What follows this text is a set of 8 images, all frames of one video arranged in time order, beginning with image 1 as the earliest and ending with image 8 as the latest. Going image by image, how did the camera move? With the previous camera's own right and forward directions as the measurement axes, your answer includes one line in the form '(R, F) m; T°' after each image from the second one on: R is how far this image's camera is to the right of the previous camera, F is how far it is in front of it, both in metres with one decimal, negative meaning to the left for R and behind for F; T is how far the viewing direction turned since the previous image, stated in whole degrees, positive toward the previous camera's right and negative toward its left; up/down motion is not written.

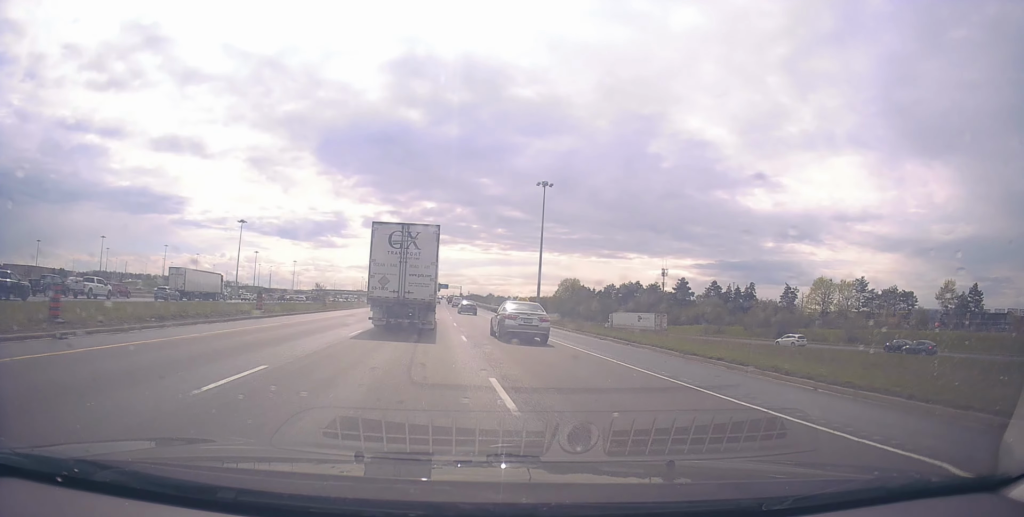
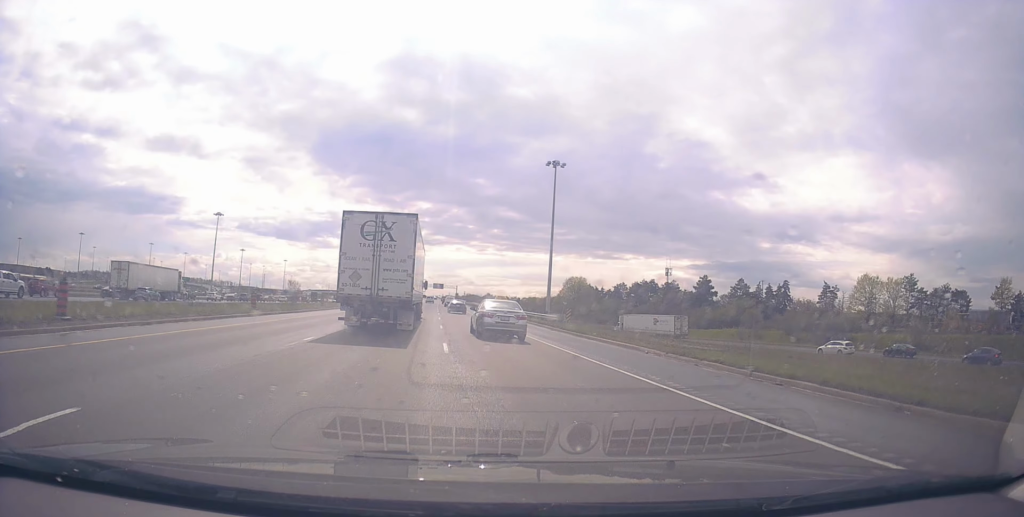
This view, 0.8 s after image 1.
(+0.1, +15.8) m; 0°
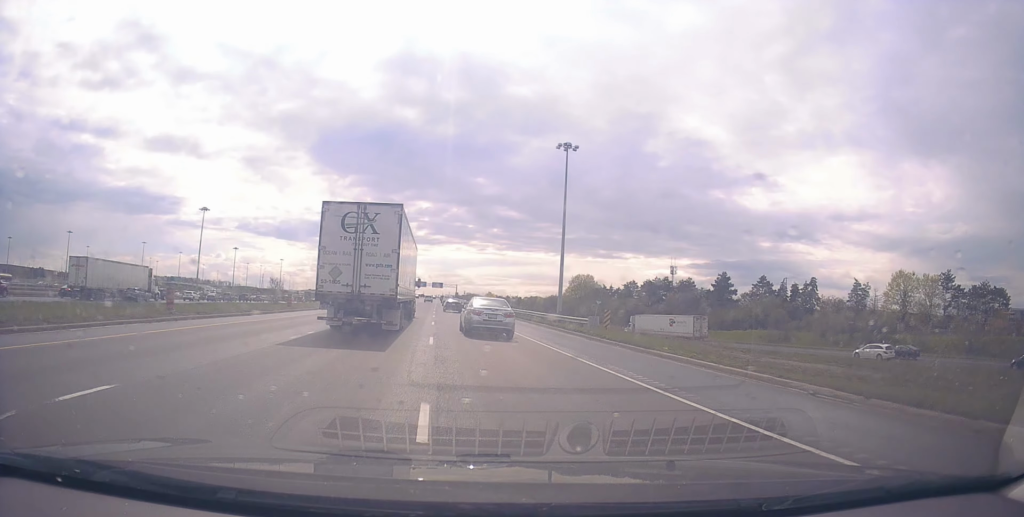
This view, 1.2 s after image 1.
(0.0, +9.9) m; 0°
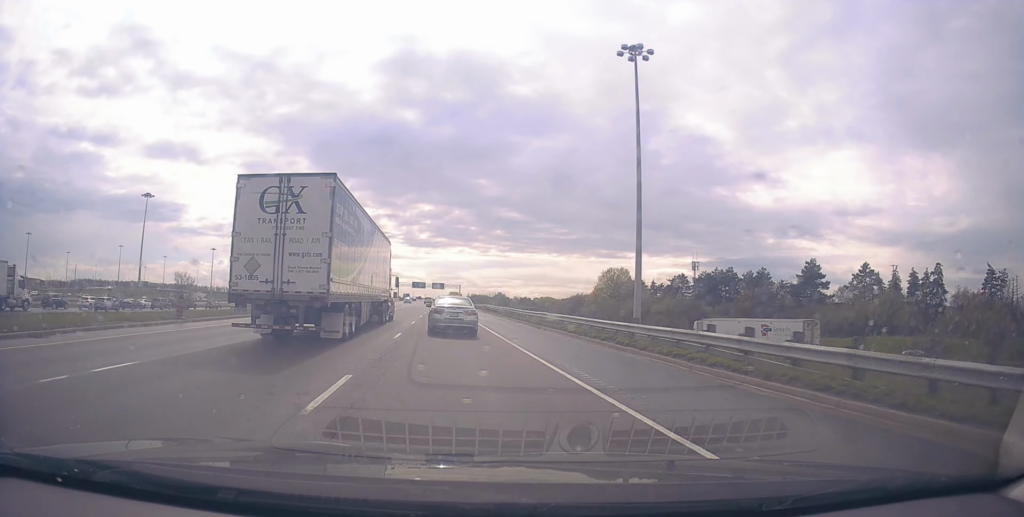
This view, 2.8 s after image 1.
(+0.2, +34.1) m; +1°
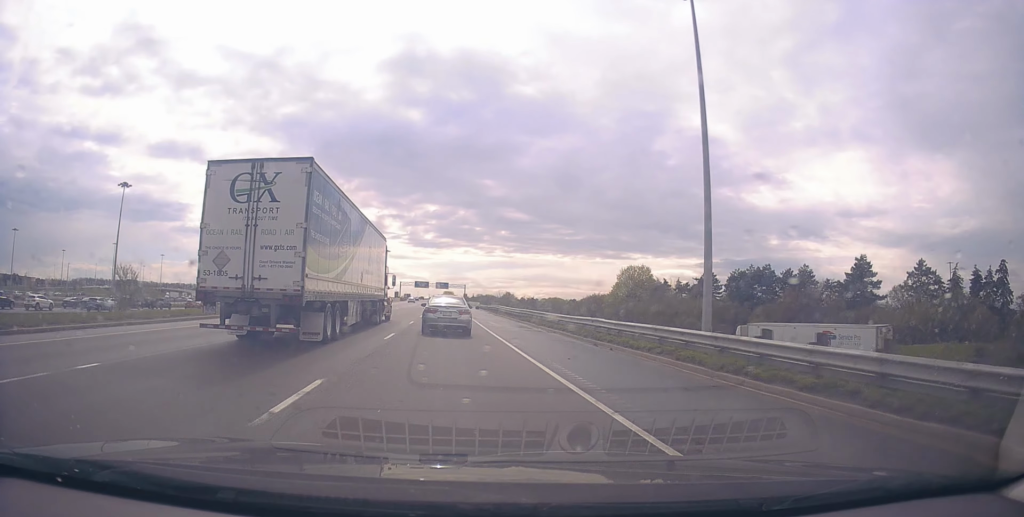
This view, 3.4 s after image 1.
(0.0, +12.5) m; -1°
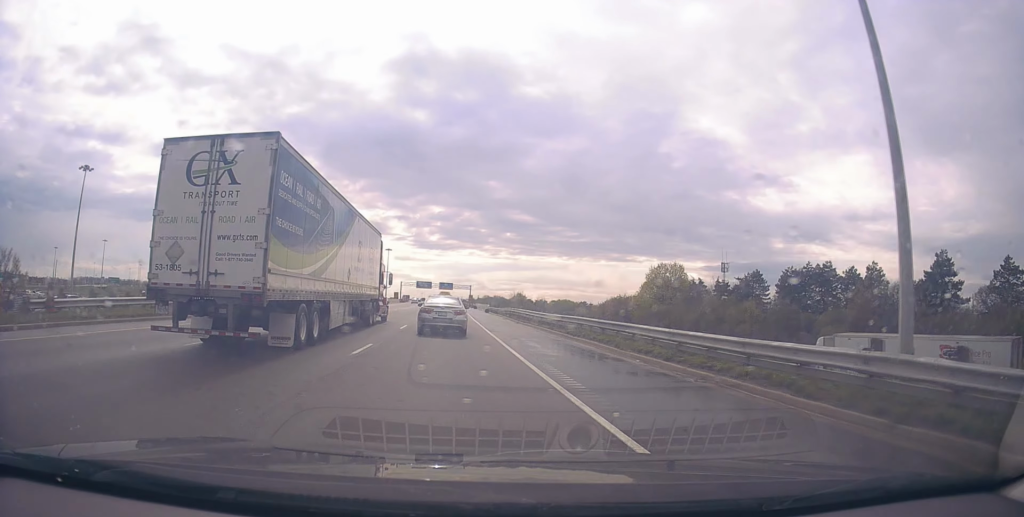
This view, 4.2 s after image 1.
(-0.1, +17.4) m; -1°
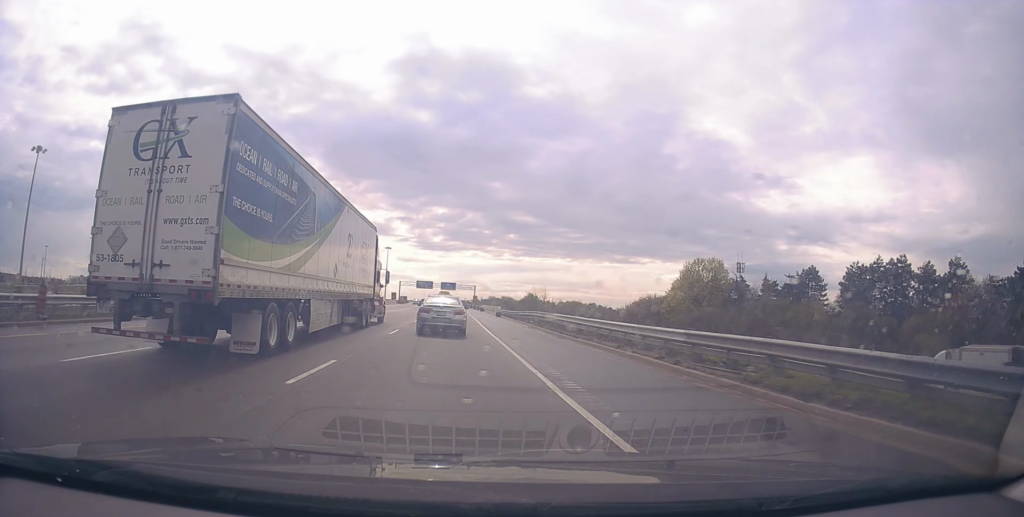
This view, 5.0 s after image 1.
(-0.5, +15.9) m; -1°
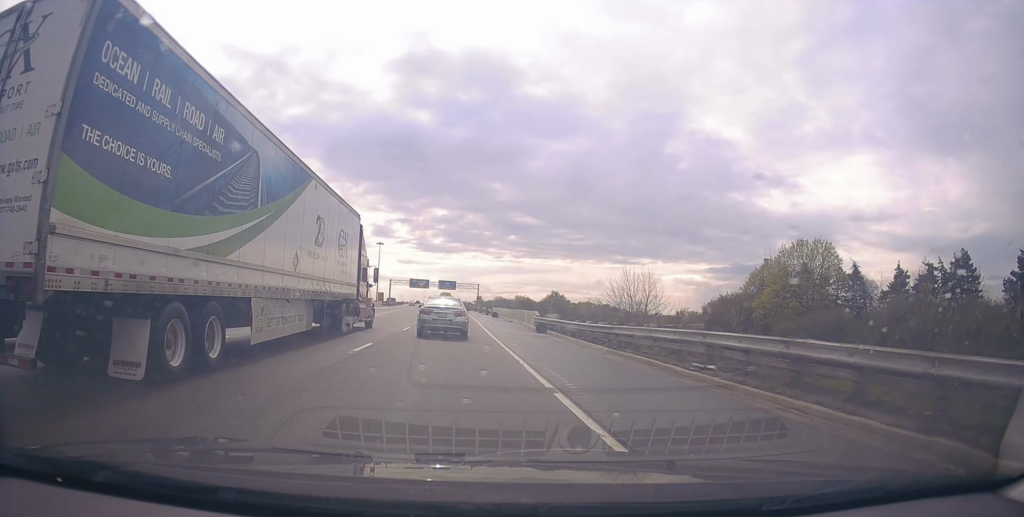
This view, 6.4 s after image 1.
(+0.5, +31.0) m; 0°
